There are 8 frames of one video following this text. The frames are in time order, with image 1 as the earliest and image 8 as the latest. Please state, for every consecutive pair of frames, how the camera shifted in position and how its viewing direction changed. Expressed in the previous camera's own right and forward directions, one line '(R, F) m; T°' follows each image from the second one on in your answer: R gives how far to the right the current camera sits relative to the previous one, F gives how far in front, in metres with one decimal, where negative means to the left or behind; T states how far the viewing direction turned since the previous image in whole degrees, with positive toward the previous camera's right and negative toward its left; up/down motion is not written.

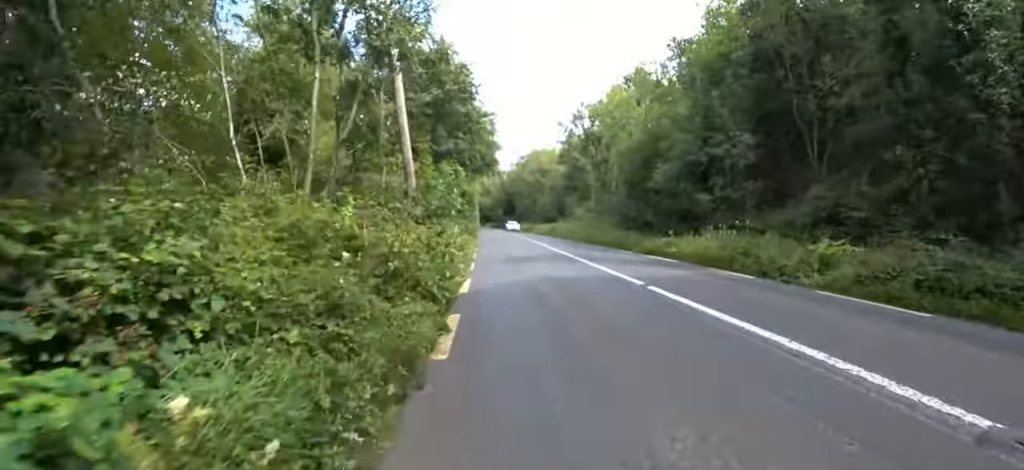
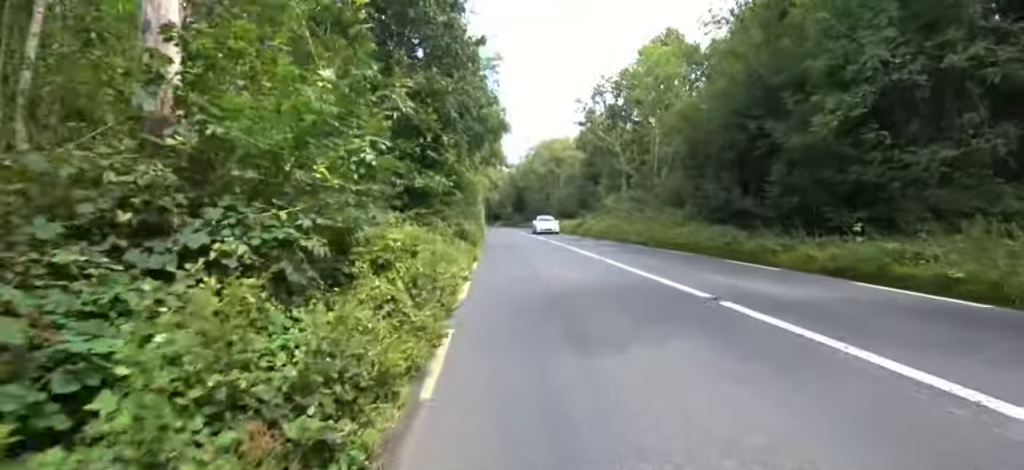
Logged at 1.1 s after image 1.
(0.0, +8.9) m; 0°
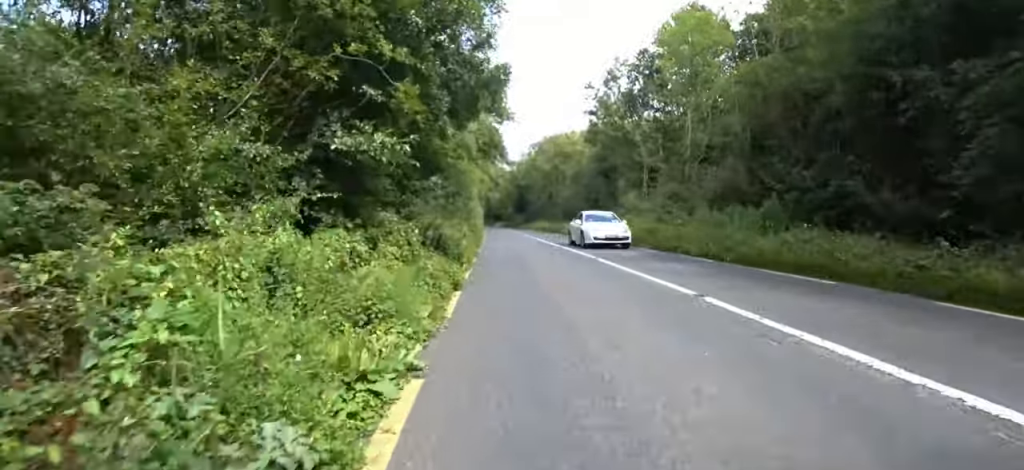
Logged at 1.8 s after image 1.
(0.0, +5.7) m; 0°
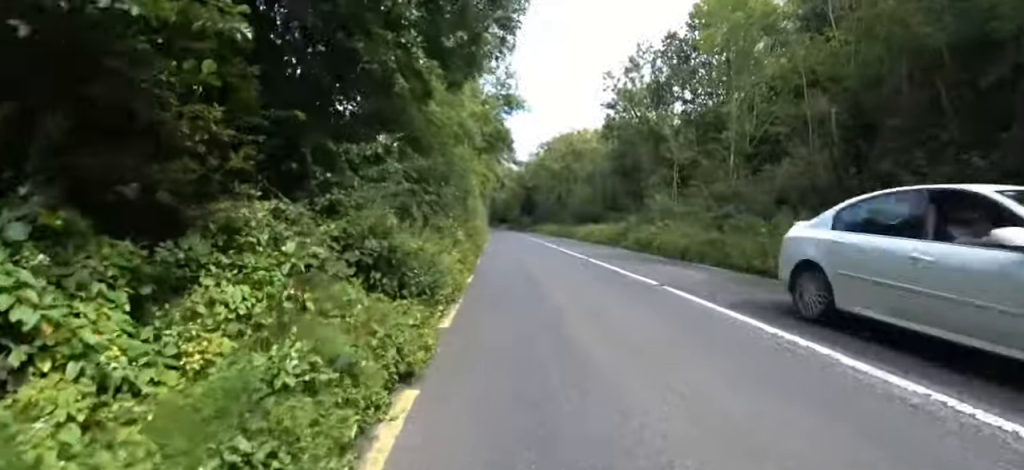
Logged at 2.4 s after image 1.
(0.0, +4.6) m; 0°
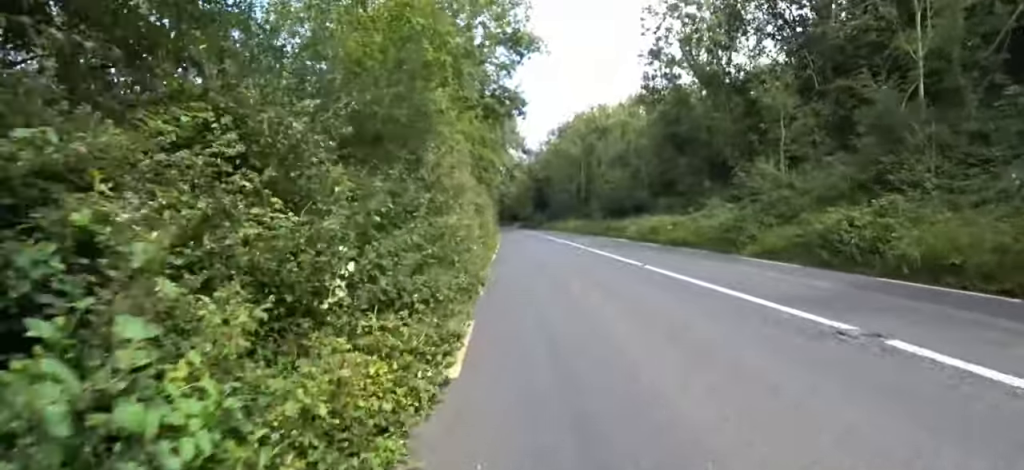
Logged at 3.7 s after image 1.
(-0.1, +10.2) m; -3°
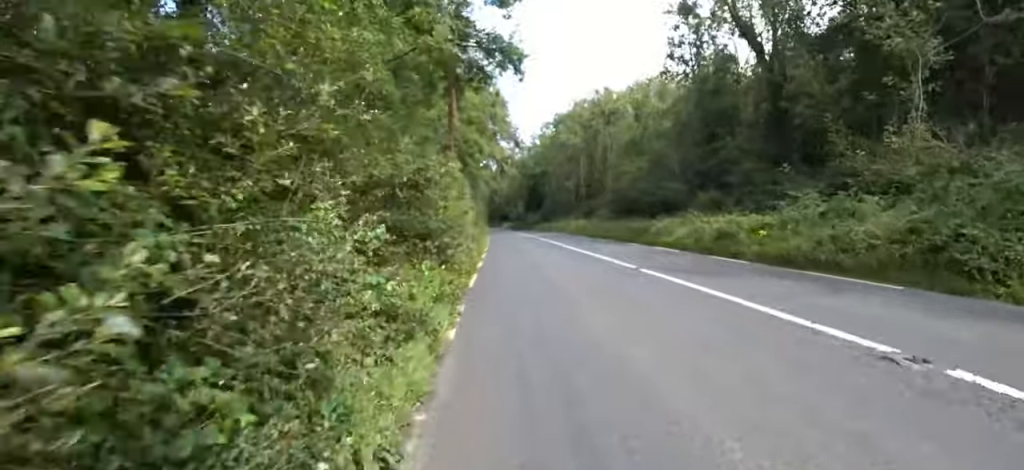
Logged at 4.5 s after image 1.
(-0.3, +6.7) m; 0°
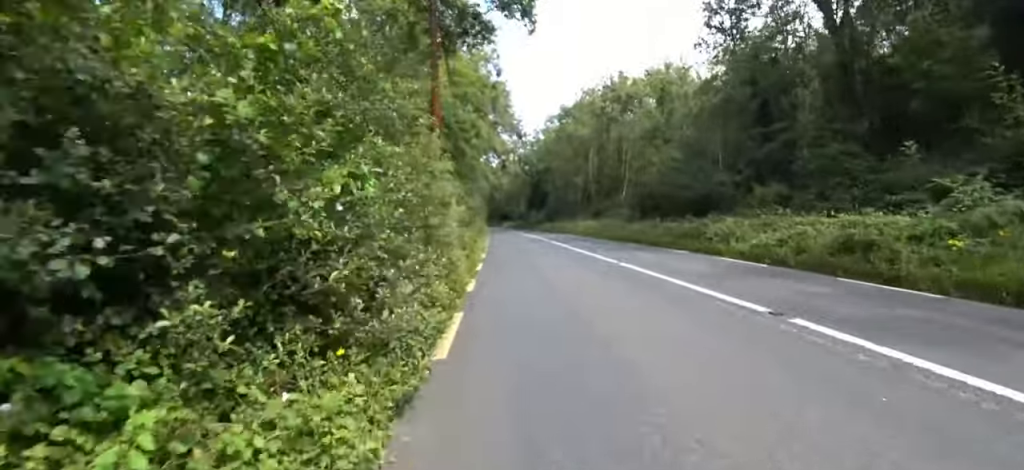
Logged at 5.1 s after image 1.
(+0.2, +4.7) m; +1°
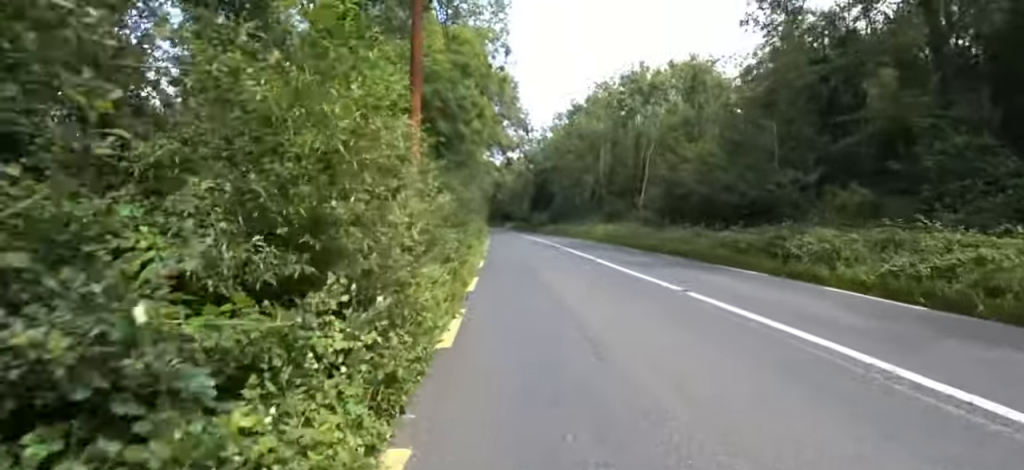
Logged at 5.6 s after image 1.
(+0.1, +3.8) m; 0°
